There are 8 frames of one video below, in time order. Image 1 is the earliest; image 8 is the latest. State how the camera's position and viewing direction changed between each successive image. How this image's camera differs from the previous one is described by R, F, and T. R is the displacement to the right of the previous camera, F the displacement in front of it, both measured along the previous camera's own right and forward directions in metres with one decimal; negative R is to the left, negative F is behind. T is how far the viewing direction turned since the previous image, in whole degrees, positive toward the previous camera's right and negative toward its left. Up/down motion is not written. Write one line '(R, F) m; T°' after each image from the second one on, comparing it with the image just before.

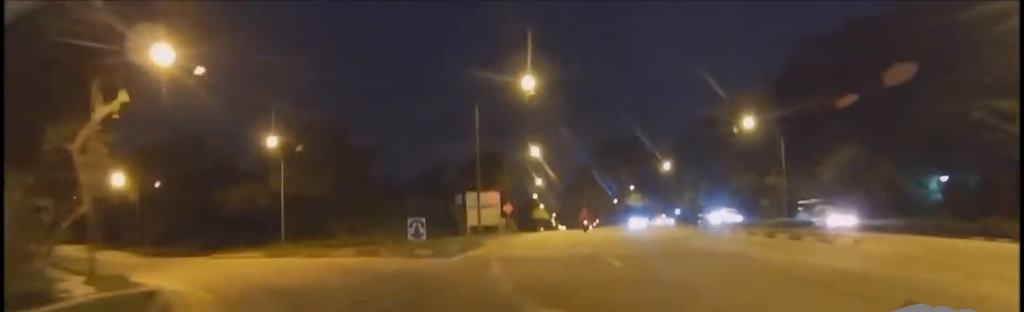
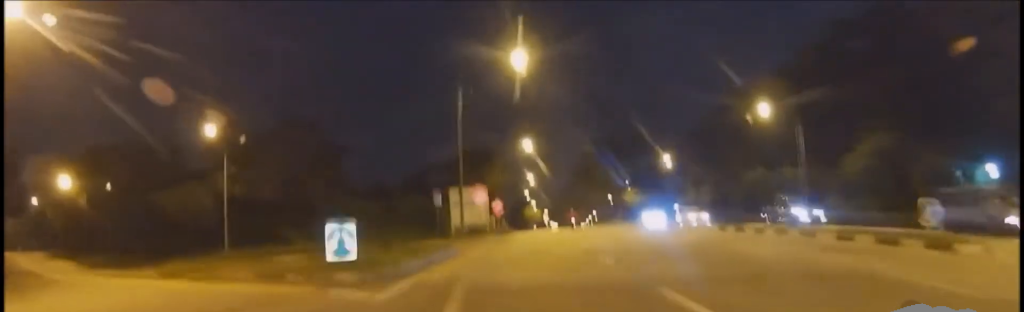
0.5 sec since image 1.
(-0.1, +5.6) m; -1°
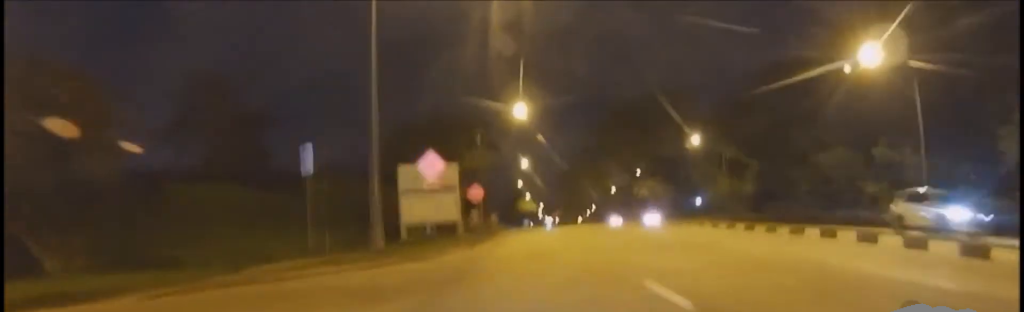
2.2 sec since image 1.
(-0.1, +17.4) m; +1°
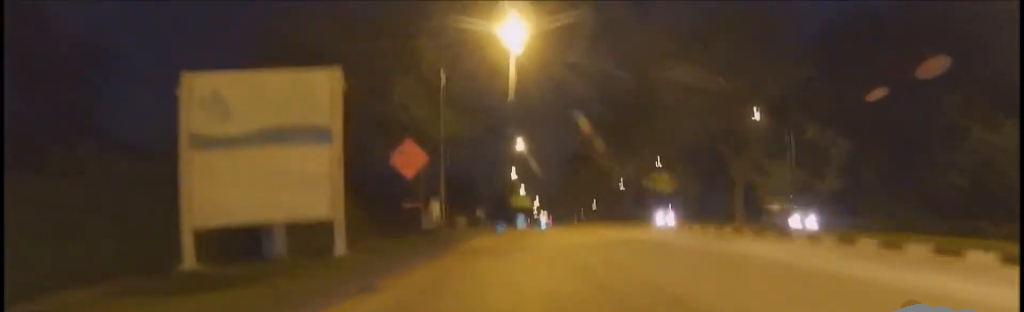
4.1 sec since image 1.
(+0.4, +19.9) m; 0°
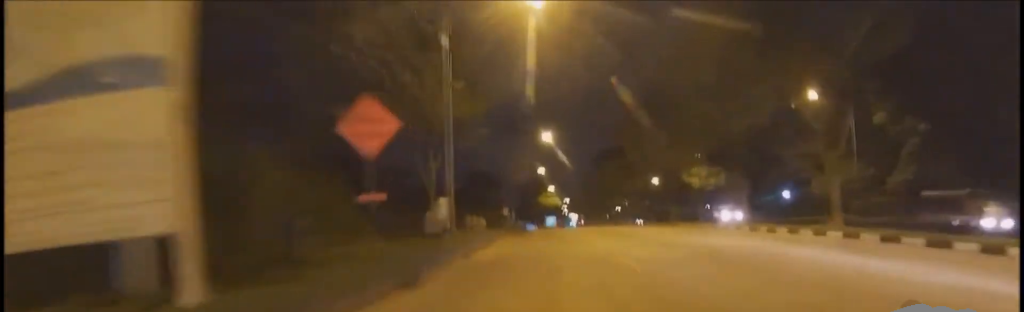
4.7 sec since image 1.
(-0.1, +6.3) m; -1°
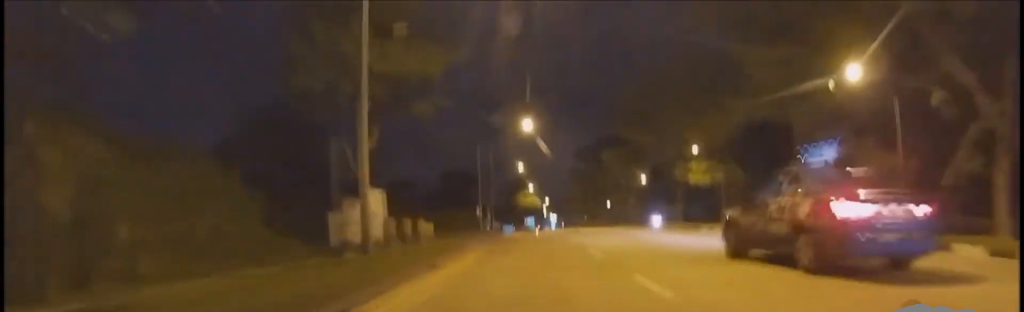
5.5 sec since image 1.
(0.0, +8.8) m; +2°
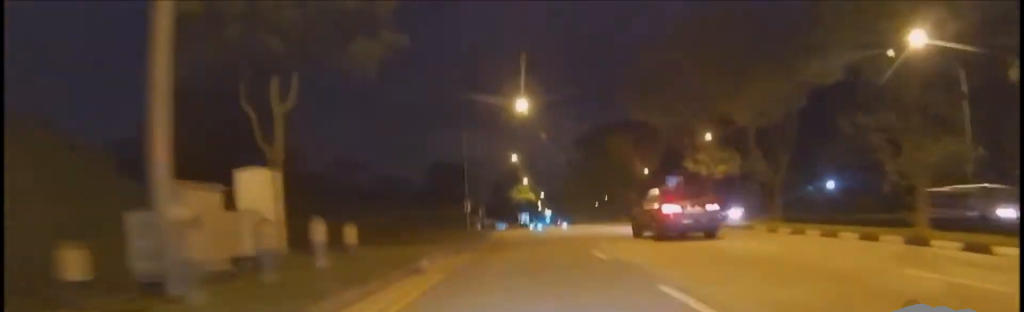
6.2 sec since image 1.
(+0.2, +7.5) m; 0°
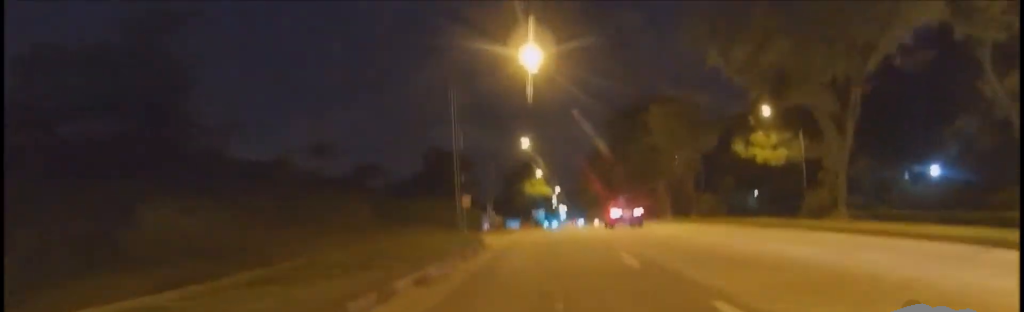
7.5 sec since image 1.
(-0.1, +13.4) m; -2°
